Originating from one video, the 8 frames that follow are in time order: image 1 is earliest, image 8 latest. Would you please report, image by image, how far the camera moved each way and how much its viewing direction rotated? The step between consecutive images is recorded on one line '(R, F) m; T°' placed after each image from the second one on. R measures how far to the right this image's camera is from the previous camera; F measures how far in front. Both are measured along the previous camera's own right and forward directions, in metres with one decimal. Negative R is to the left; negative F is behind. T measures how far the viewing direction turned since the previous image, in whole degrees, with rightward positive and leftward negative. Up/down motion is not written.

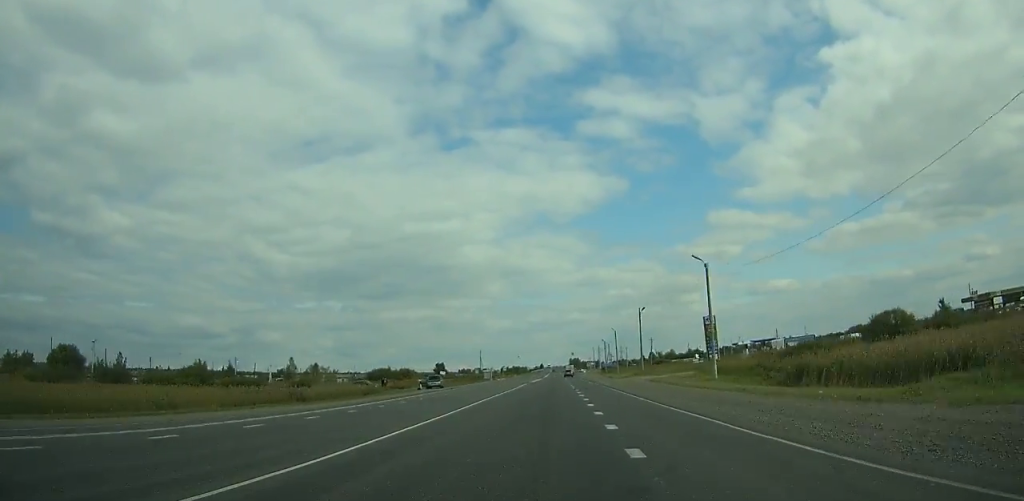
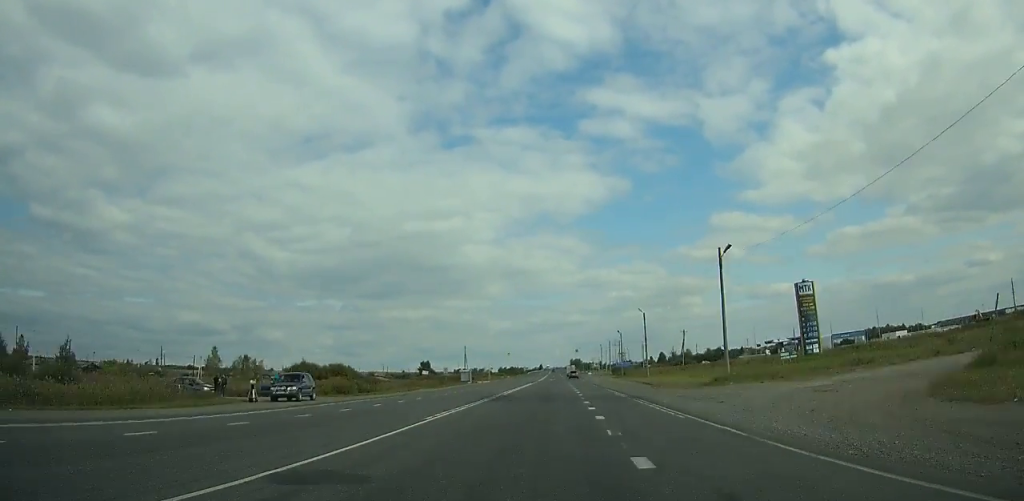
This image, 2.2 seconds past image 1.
(+0.2, +40.7) m; 0°
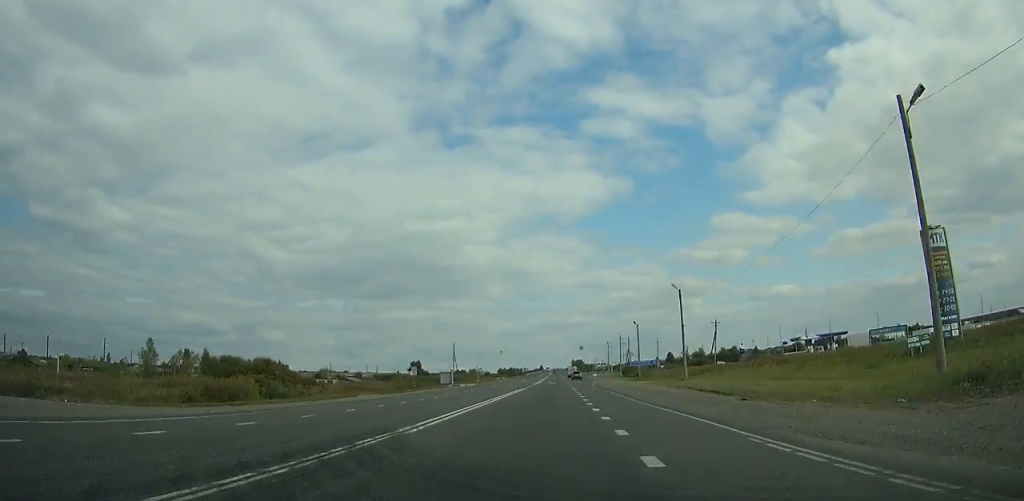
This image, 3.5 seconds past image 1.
(+0.1, +24.0) m; 0°
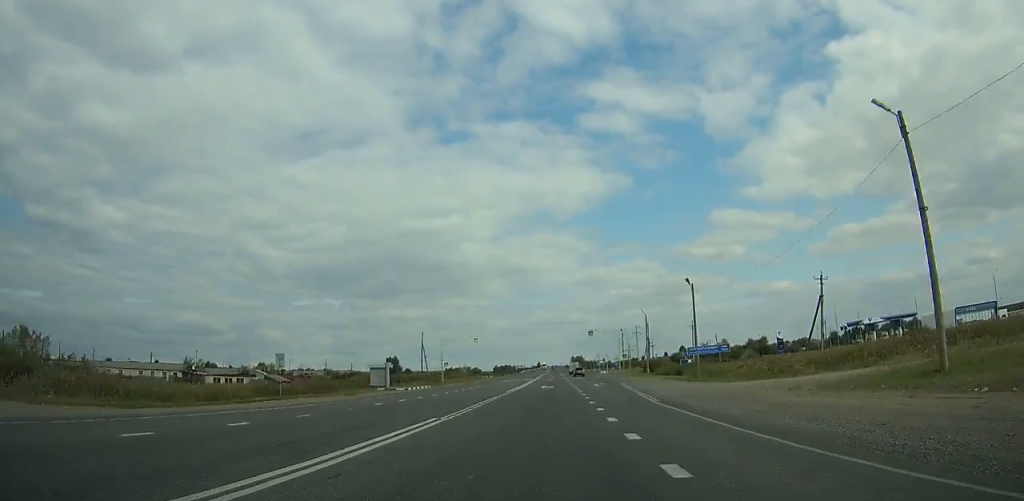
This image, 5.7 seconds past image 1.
(+0.1, +40.6) m; 0°
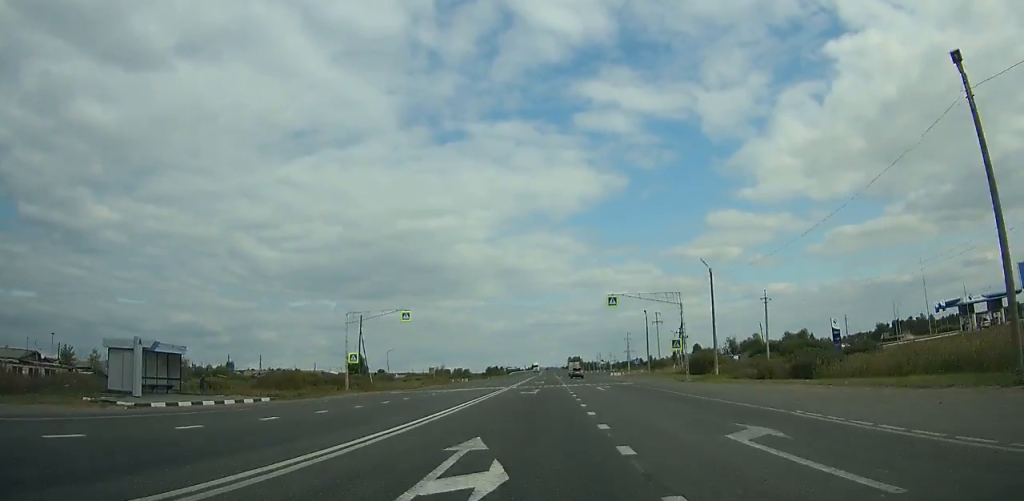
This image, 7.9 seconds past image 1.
(0.0, +40.6) m; 0°
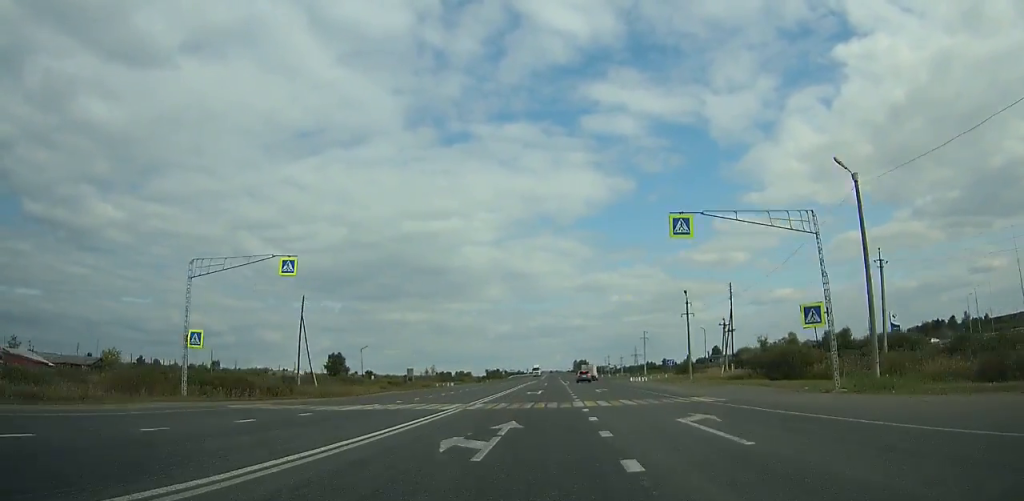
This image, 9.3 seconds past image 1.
(0.0, +25.9) m; 0°
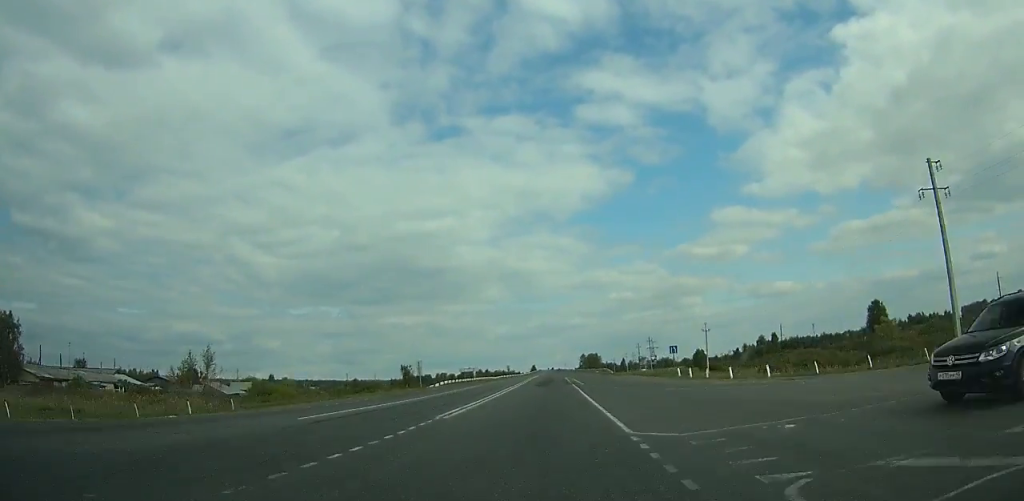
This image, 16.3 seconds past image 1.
(-1.0, +131.1) m; 0°
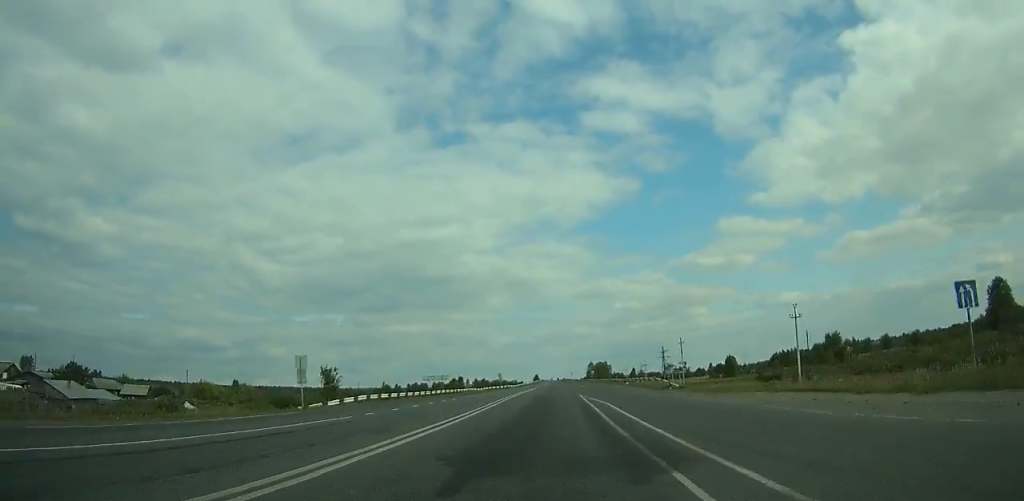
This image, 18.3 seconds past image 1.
(+0.2, +38.1) m; 0°
